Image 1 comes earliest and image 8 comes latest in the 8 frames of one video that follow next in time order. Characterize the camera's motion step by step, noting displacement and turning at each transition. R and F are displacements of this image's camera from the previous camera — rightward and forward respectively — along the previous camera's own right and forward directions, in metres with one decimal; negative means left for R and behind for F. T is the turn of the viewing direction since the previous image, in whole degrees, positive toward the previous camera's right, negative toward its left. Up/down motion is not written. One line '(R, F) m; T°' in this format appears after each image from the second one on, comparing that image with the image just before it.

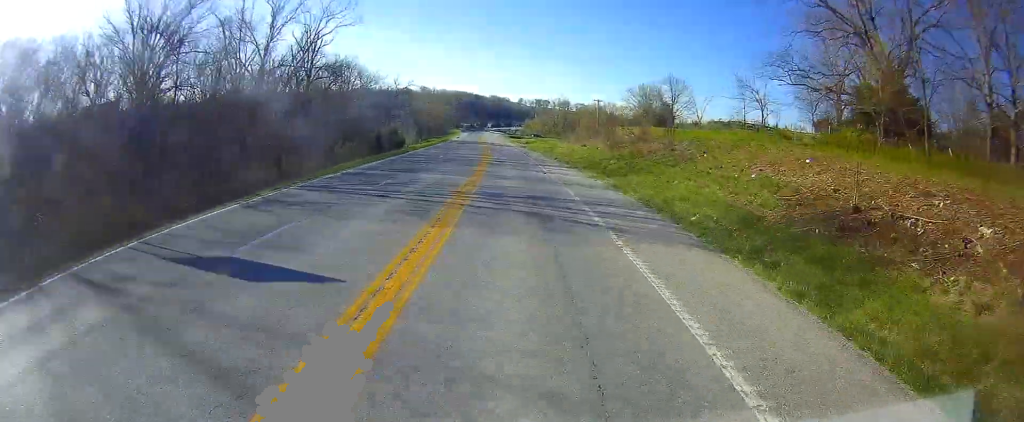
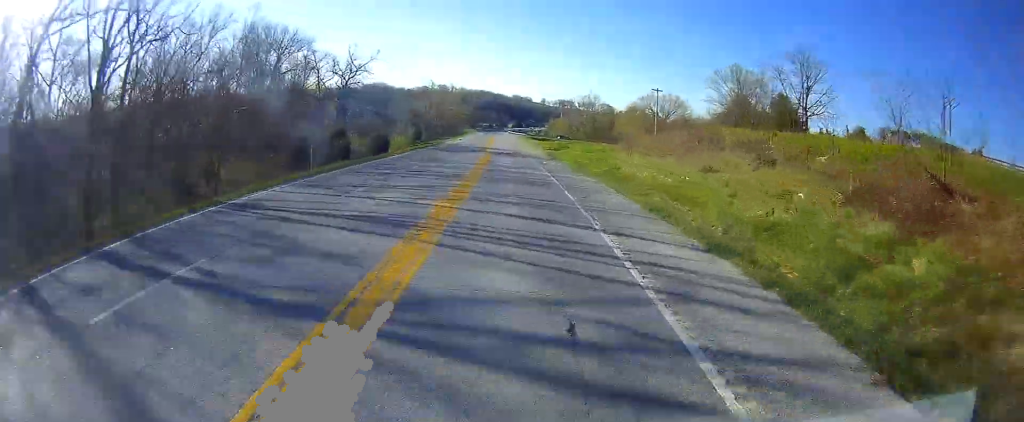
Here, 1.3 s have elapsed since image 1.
(-0.7, +40.2) m; -2°
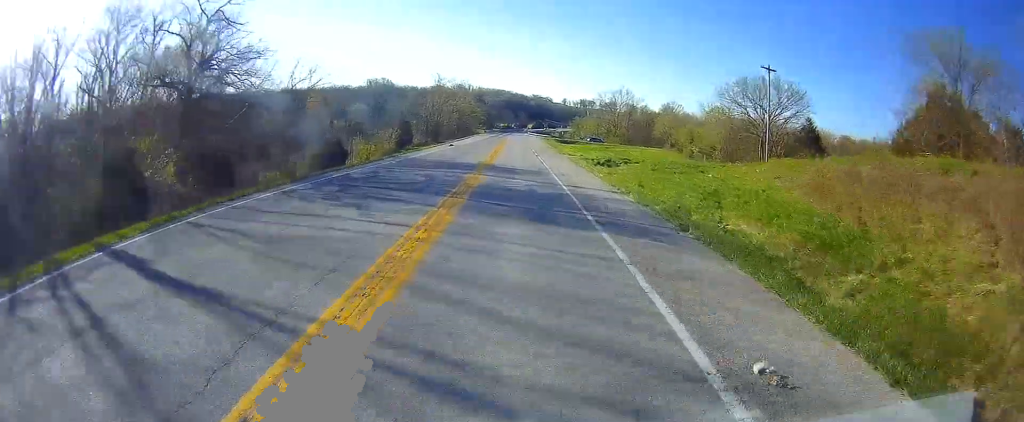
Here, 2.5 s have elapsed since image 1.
(-0.4, +38.3) m; -1°
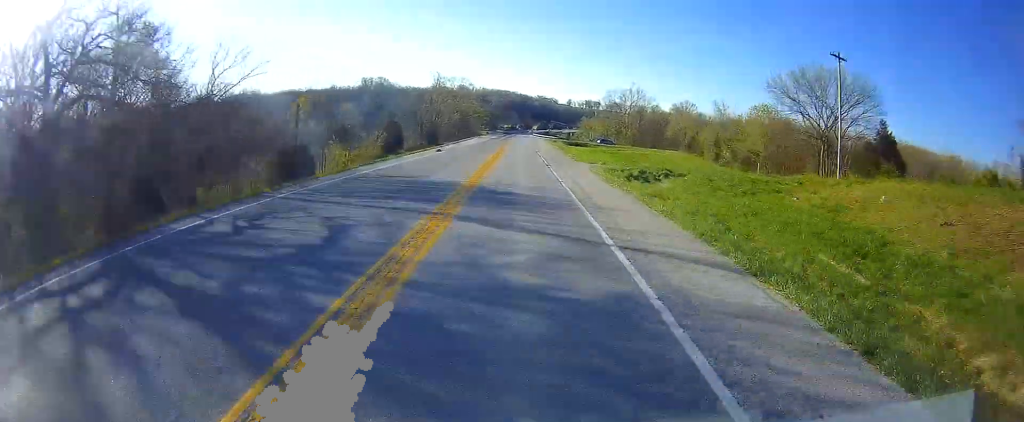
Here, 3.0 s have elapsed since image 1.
(0.0, +13.5) m; 0°
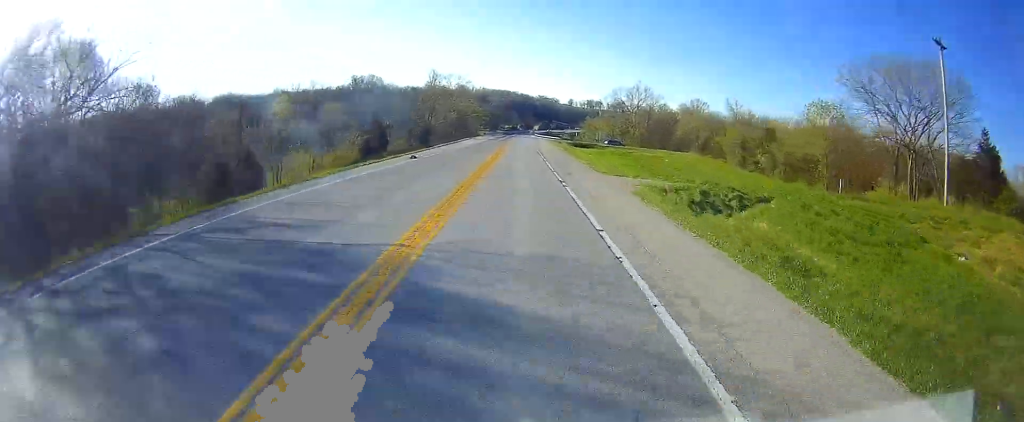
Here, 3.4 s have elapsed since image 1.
(-0.1, +13.4) m; 0°
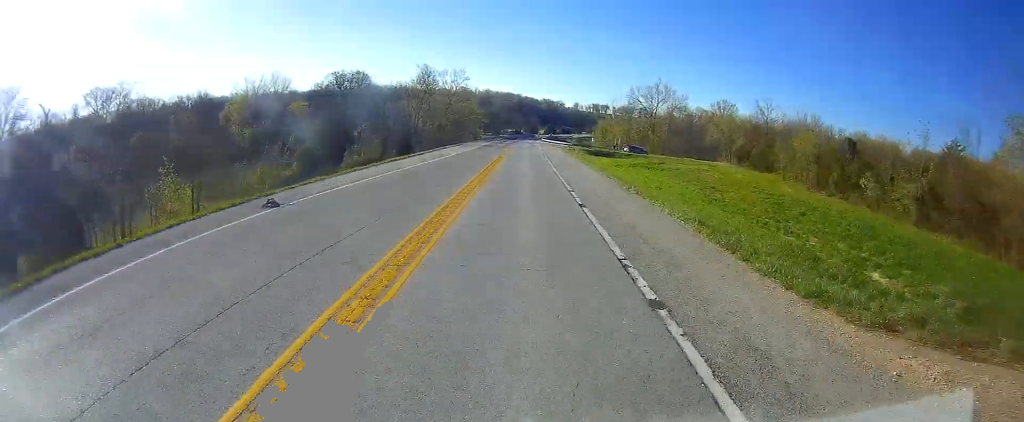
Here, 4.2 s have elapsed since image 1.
(-0.1, +24.8) m; -1°
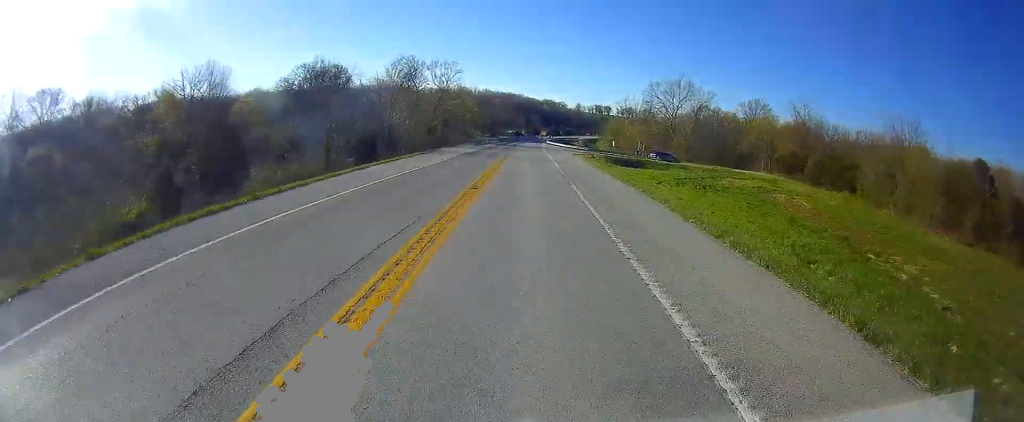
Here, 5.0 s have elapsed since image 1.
(-0.1, +25.8) m; -1°
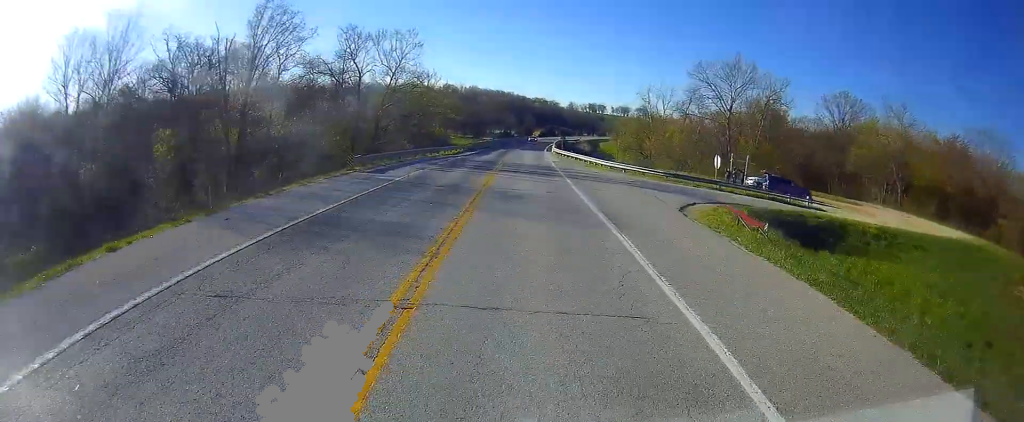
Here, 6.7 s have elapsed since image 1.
(+0.2, +52.6) m; +3°
